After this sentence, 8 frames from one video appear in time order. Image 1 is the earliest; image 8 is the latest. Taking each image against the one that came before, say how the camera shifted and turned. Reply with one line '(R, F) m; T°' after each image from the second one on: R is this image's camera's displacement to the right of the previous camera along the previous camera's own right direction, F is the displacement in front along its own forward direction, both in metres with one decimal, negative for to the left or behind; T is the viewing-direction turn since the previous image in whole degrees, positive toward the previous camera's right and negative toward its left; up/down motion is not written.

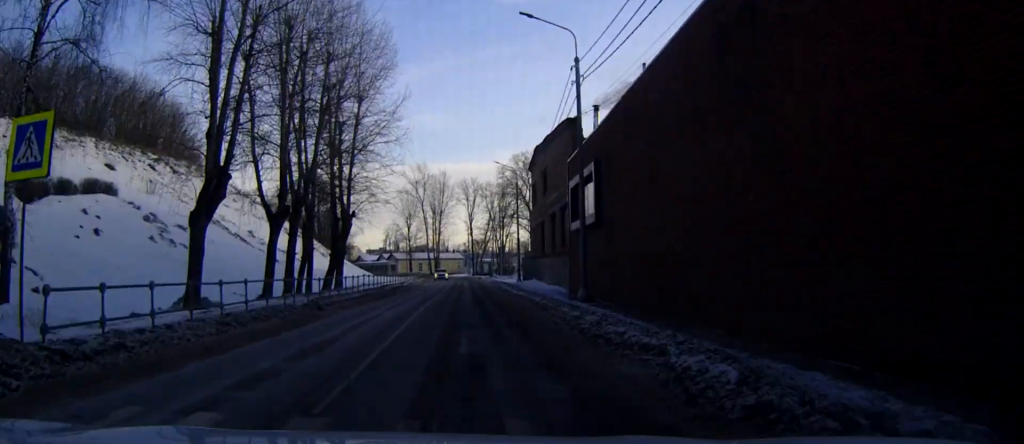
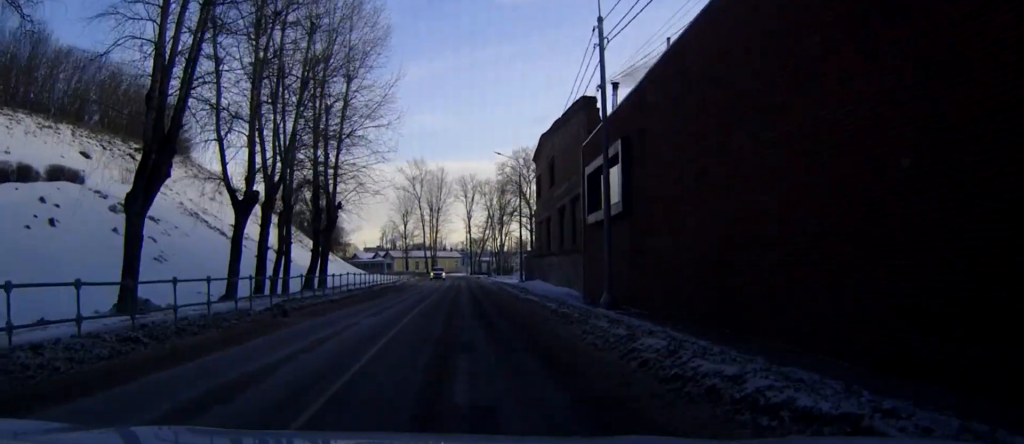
(0.0, +4.9) m; 0°
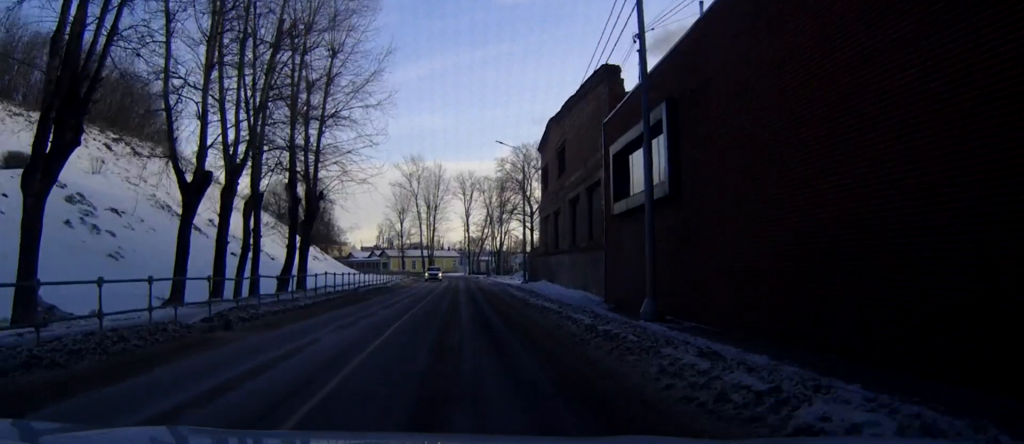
(0.0, +5.2) m; 0°
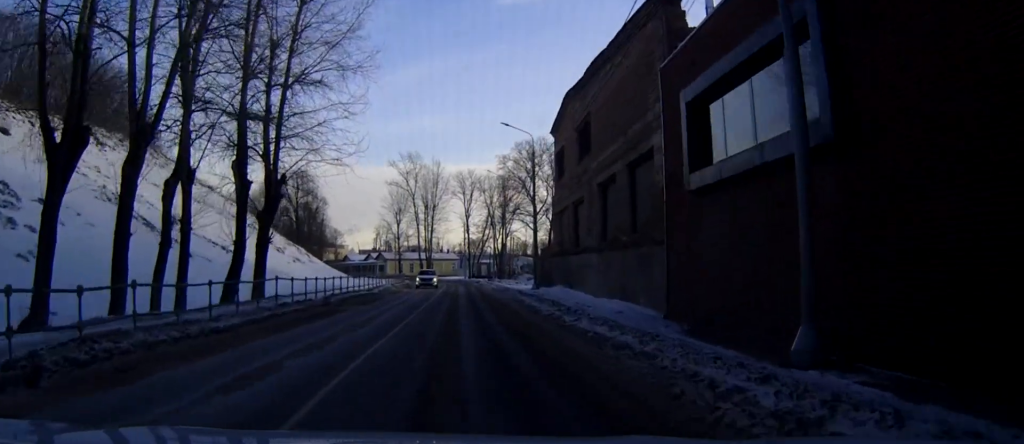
(0.0, +8.1) m; 0°
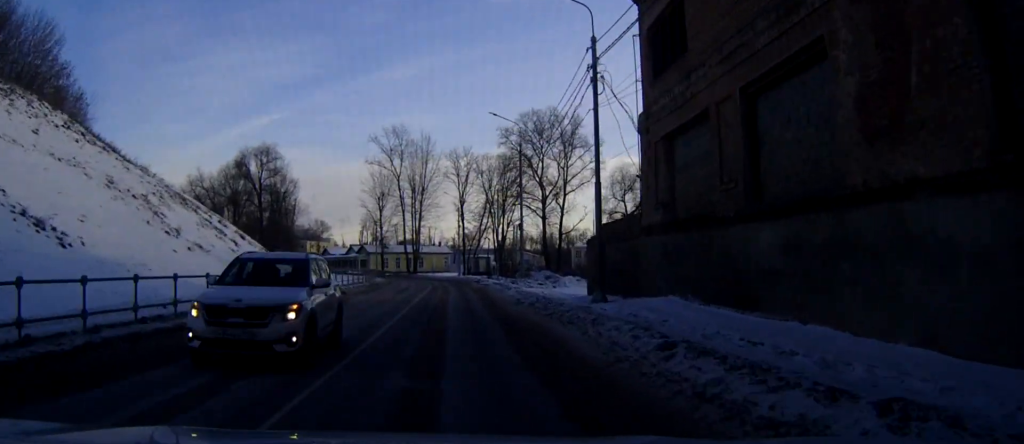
(+0.1, +24.1) m; +1°
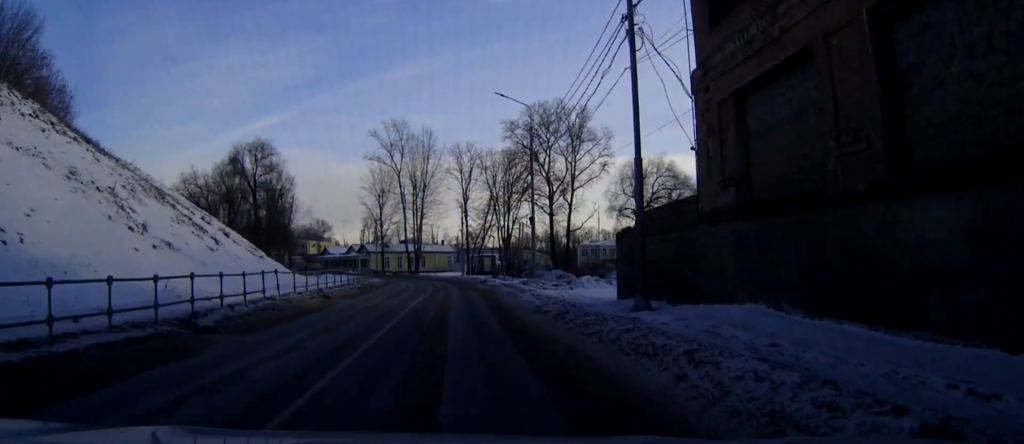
(0.0, +5.3) m; 0°
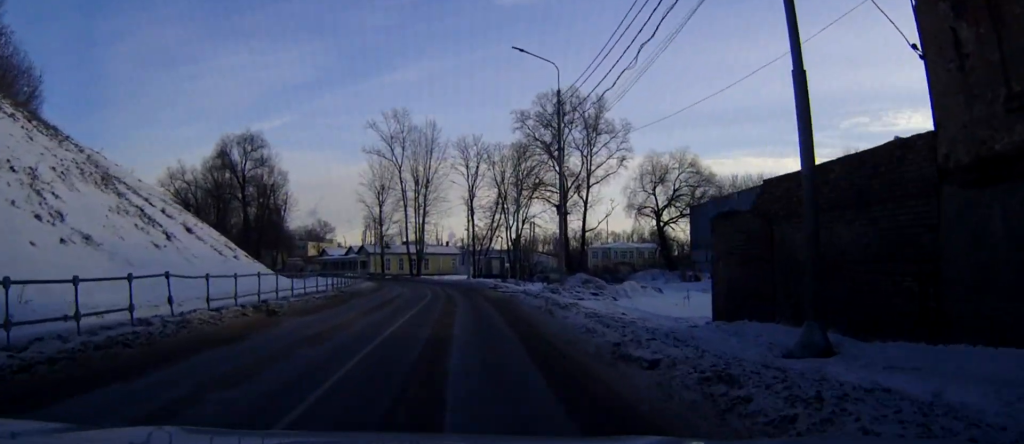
(0.0, +9.4) m; 0°
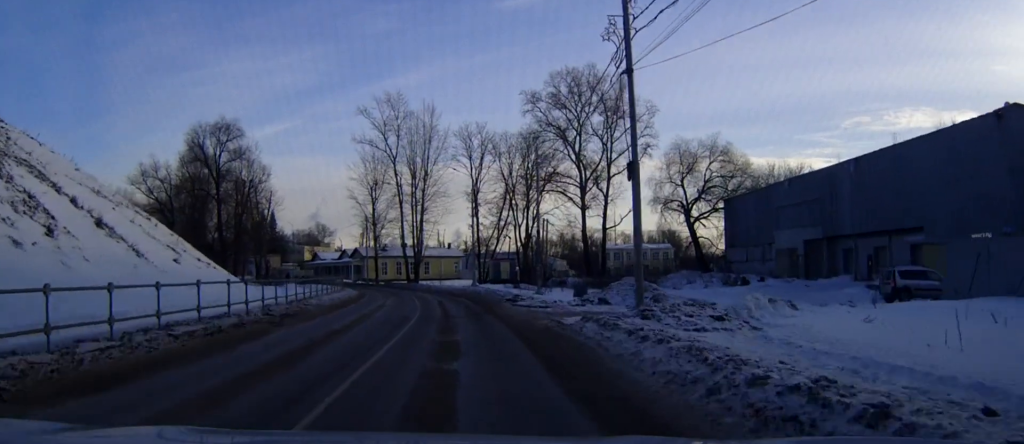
(-0.1, +13.2) m; 0°
